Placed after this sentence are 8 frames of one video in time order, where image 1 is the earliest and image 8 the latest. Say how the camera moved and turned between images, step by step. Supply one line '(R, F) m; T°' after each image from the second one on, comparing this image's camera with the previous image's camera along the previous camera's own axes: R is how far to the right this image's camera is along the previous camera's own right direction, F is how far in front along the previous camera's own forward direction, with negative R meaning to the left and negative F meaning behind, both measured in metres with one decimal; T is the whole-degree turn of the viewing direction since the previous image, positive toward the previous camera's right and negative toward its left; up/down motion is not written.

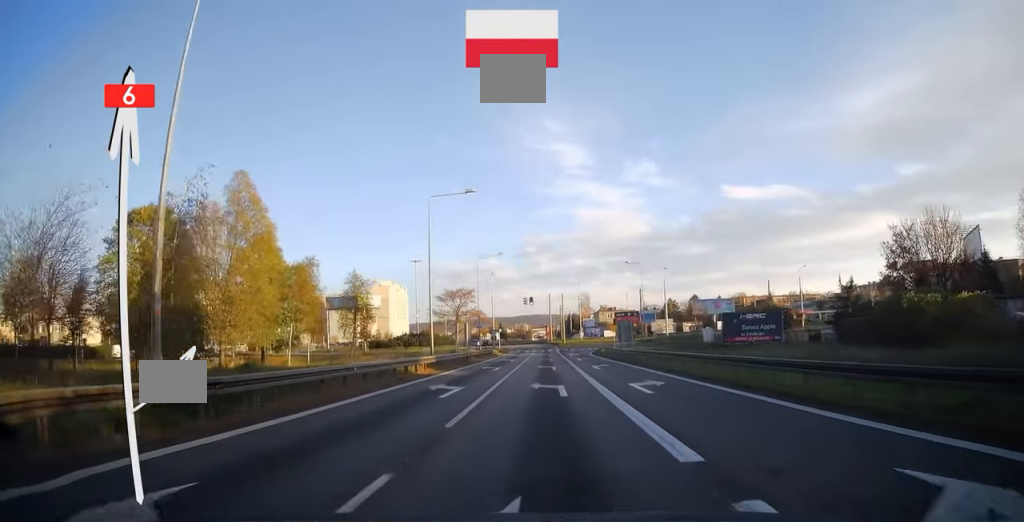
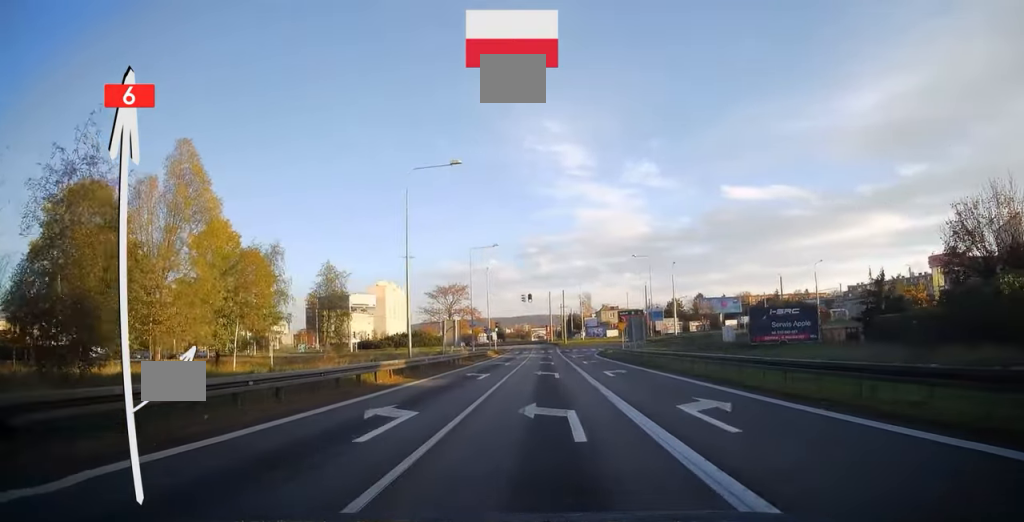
(0.0, +6.7) m; 0°
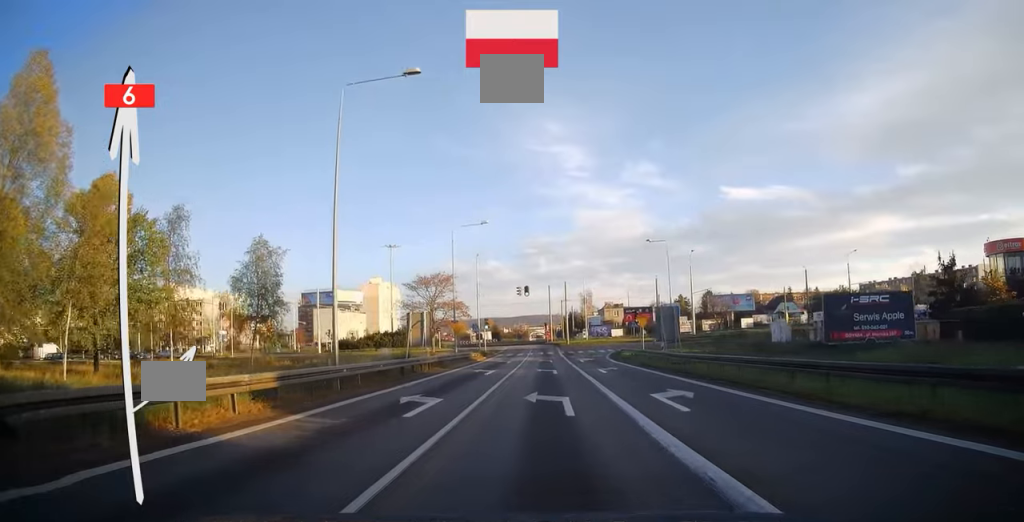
(0.0, +12.0) m; 0°
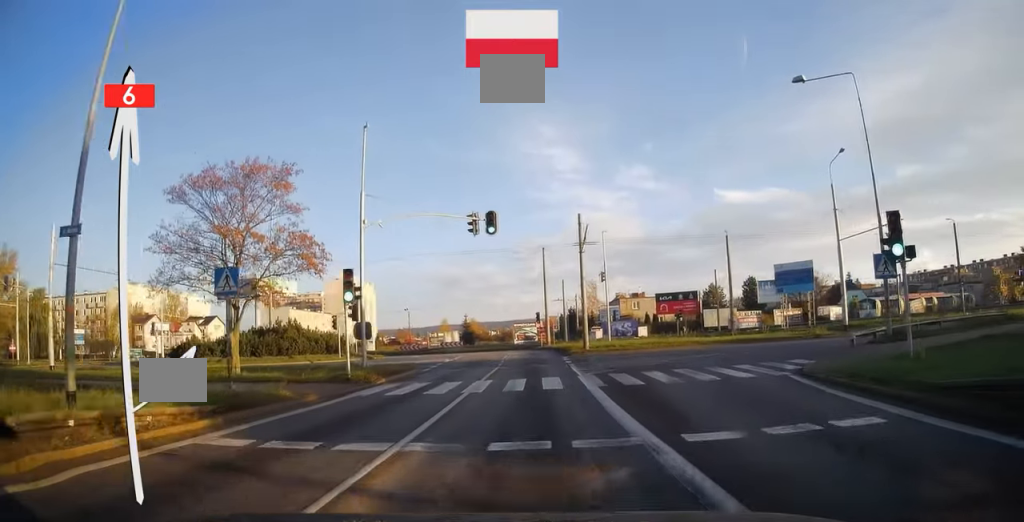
(0.0, +43.4) m; 0°
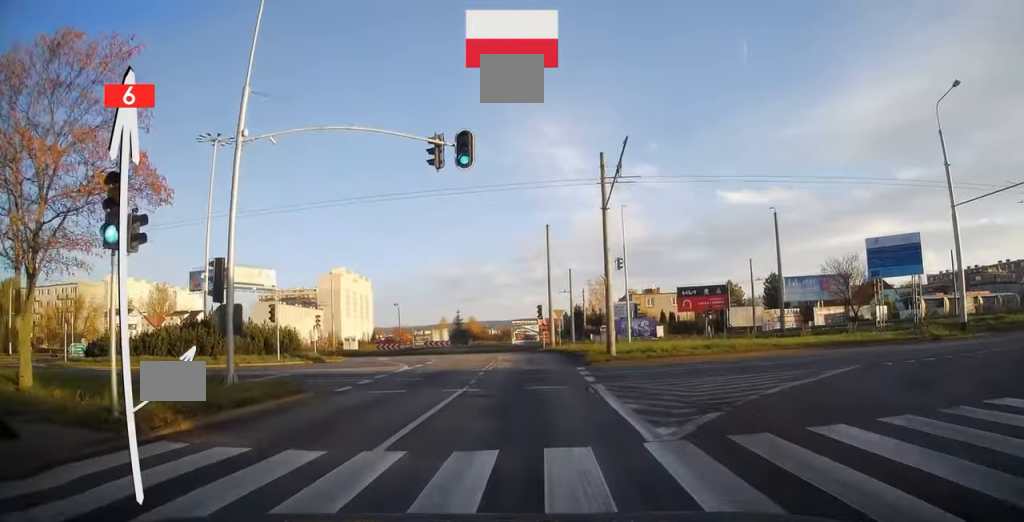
(+0.2, +12.5) m; 0°
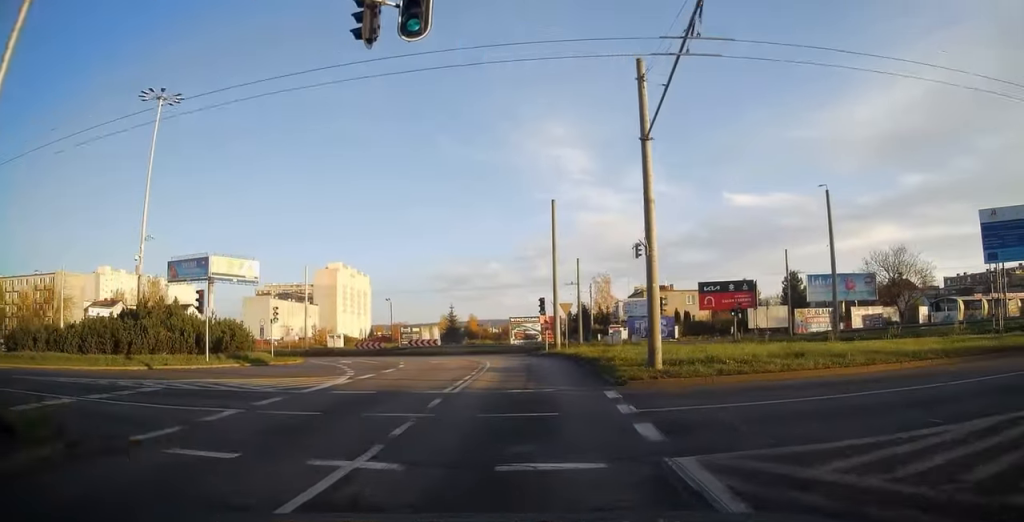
(-0.1, +8.9) m; -1°
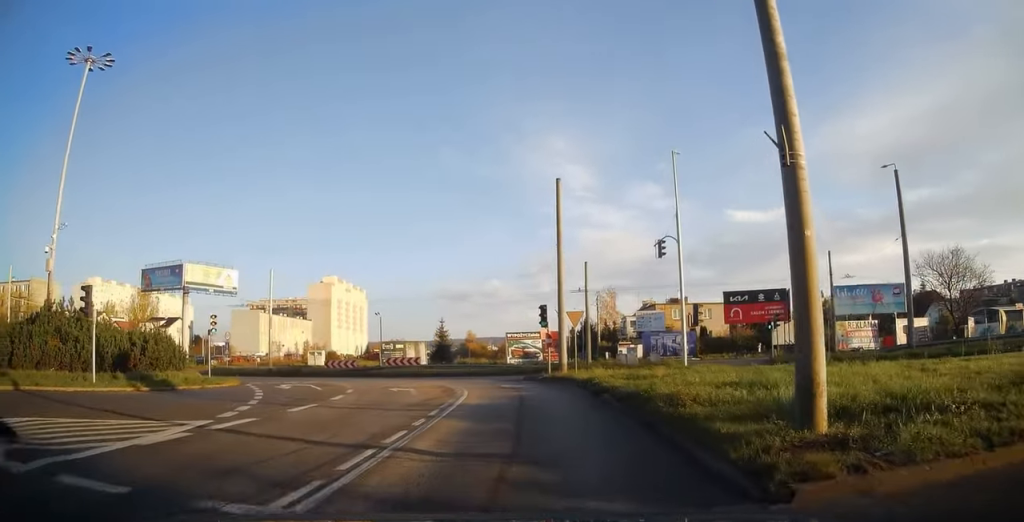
(-0.1, +9.0) m; -1°
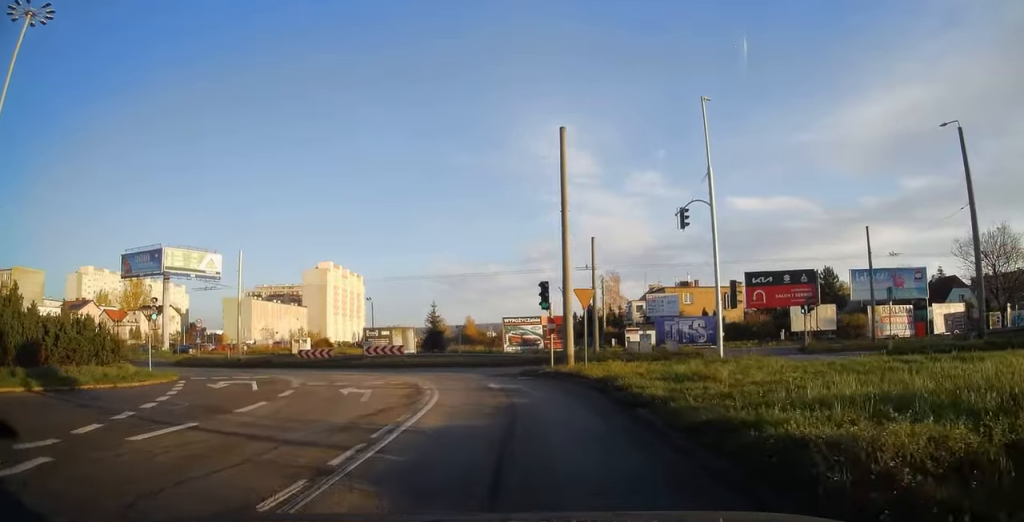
(0.0, +6.4) m; 0°
